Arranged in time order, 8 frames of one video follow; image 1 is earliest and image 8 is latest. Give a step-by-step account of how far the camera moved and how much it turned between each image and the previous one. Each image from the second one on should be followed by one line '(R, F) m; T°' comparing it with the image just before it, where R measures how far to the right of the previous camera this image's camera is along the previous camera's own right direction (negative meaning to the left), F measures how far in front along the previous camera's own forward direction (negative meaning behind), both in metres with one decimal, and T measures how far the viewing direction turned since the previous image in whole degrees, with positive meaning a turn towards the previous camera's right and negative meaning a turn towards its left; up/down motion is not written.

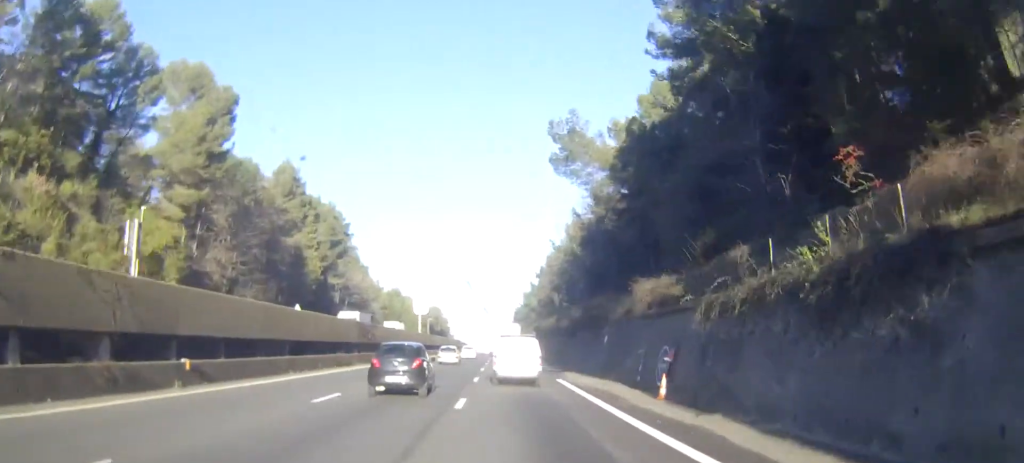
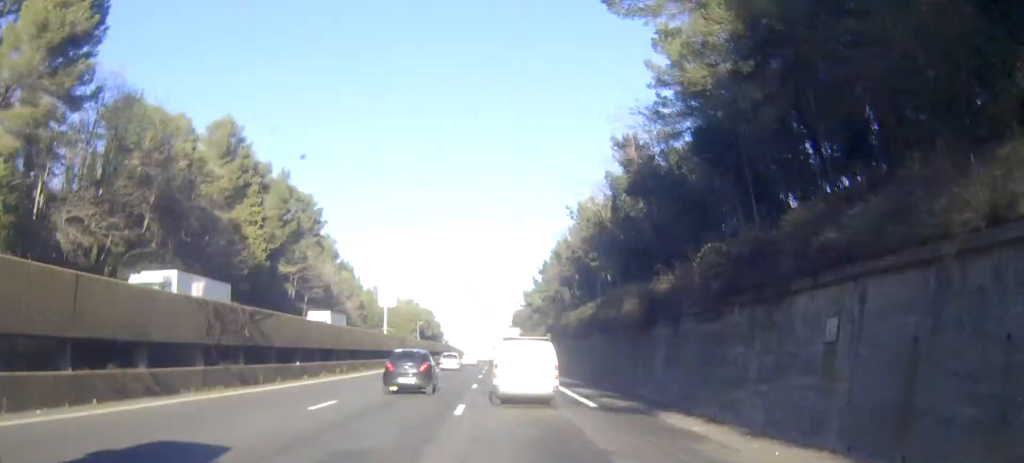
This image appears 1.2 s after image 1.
(-0.1, +26.8) m; -1°
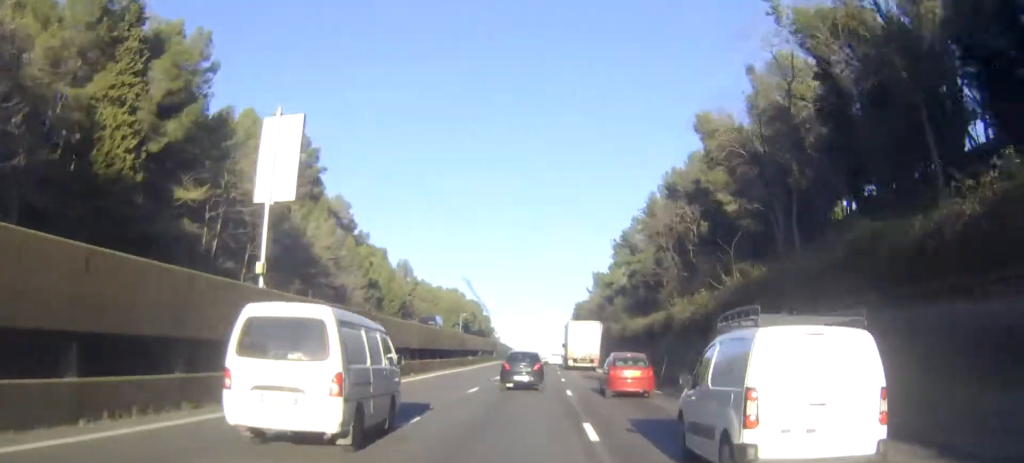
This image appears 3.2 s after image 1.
(-1.4, +44.4) m; -2°
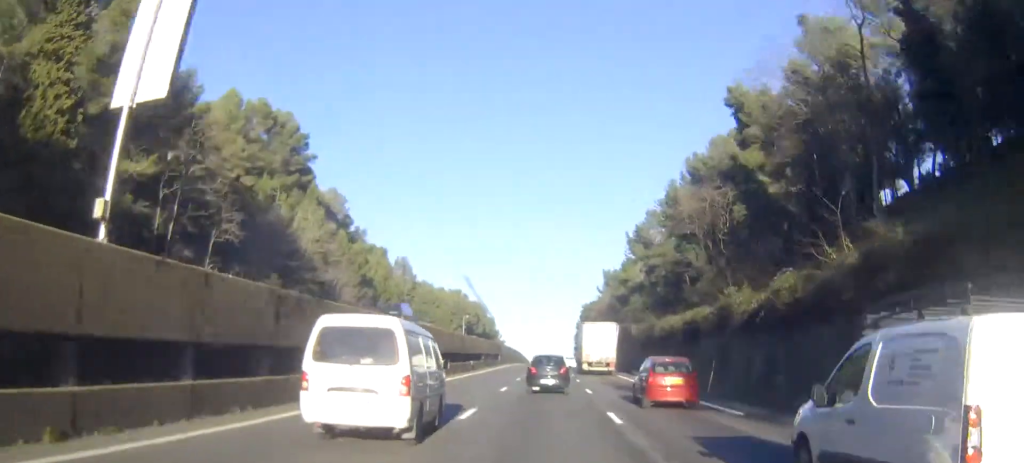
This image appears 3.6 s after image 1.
(0.0, +9.1) m; 0°
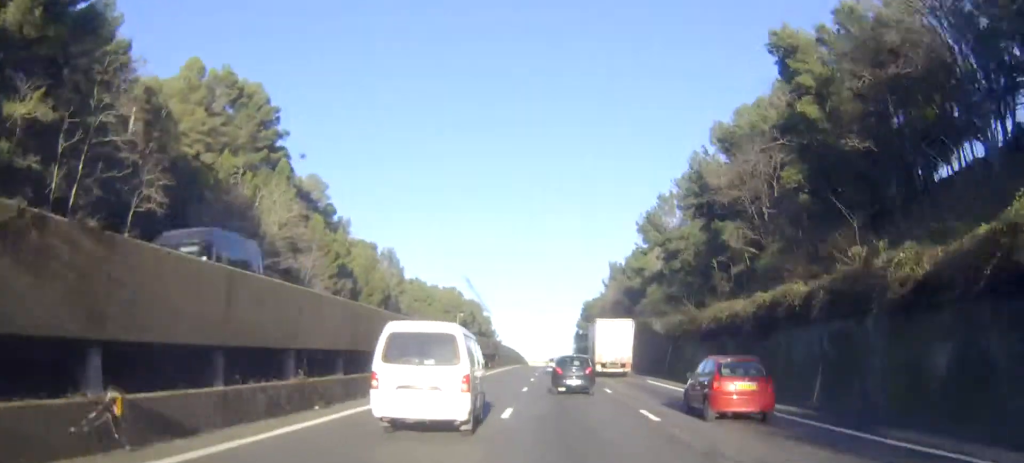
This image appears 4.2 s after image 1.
(+0.1, +12.4) m; 0°
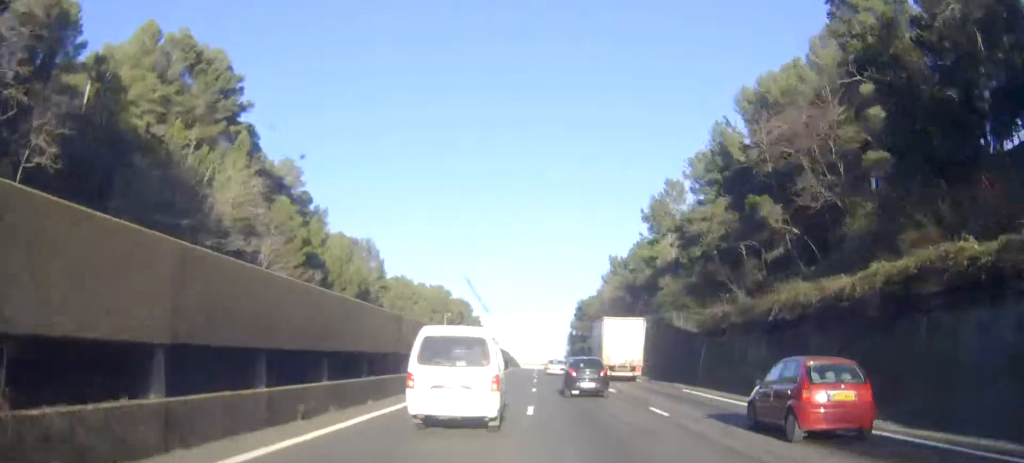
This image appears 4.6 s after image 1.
(0.0, +11.0) m; 0°
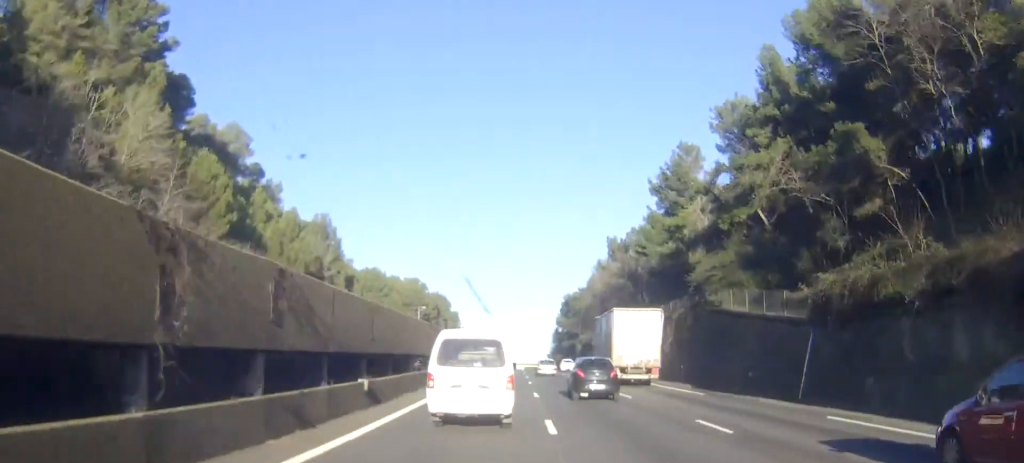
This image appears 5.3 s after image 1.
(-0.2, +17.0) m; 0°
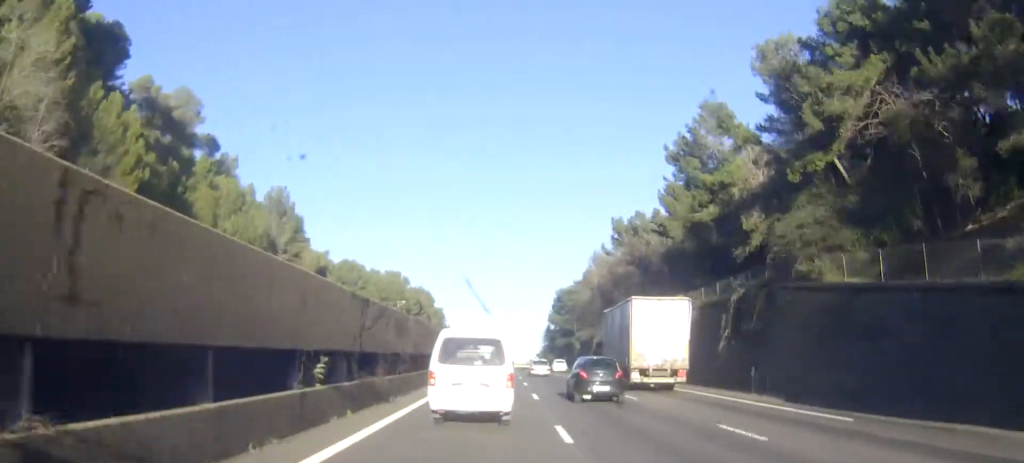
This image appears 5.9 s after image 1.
(+0.2, +14.3) m; +1°
